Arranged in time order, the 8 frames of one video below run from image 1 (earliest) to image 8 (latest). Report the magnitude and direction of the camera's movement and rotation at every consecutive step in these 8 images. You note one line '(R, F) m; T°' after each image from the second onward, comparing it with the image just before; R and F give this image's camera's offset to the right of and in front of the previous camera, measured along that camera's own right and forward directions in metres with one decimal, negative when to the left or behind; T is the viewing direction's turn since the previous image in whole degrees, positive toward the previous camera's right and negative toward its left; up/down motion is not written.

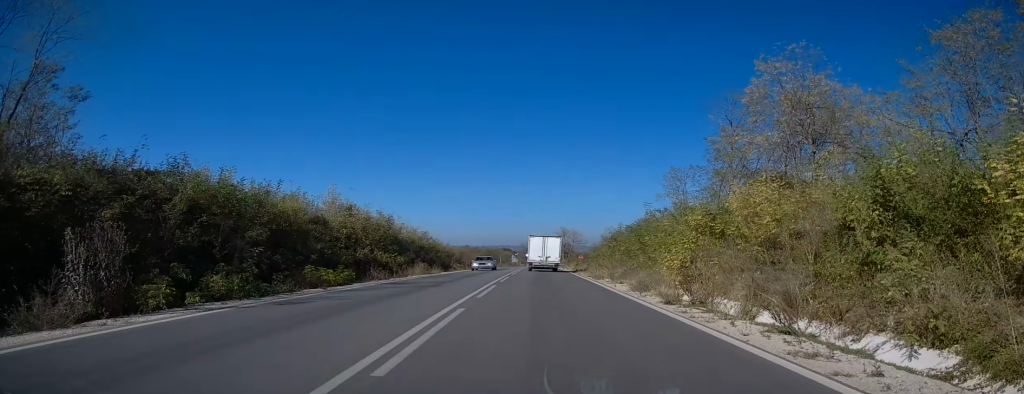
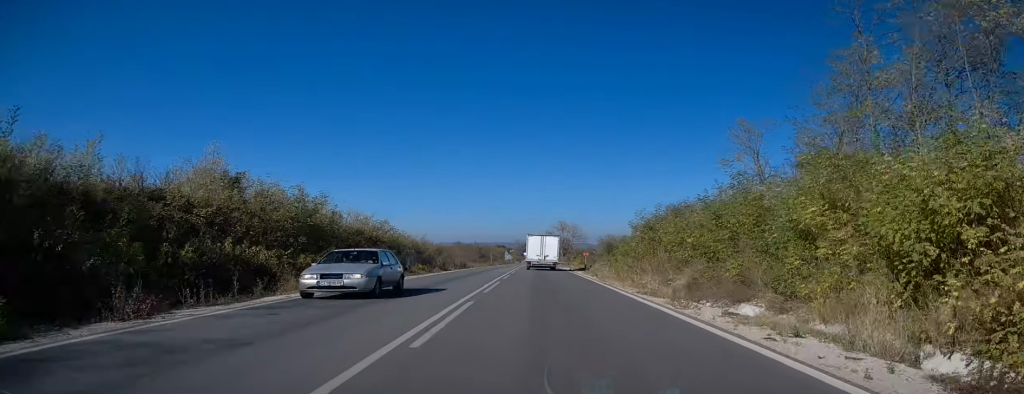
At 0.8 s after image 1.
(+0.1, +16.5) m; +1°
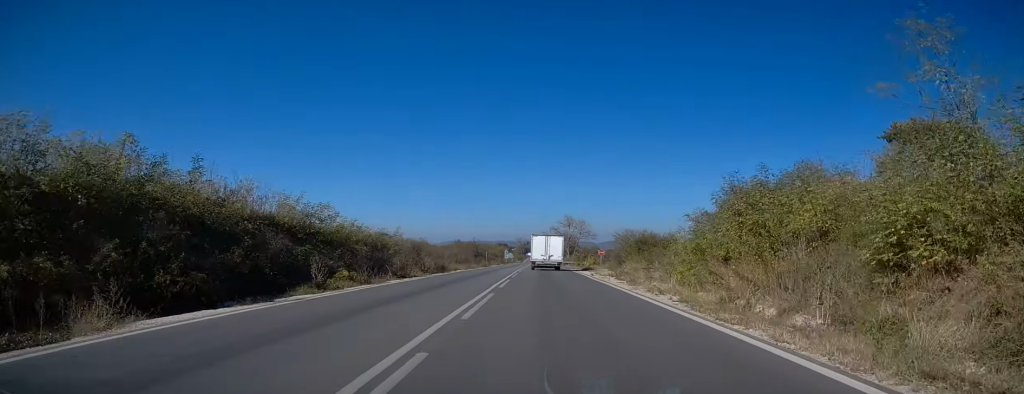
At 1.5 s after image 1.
(+0.1, +15.8) m; +1°
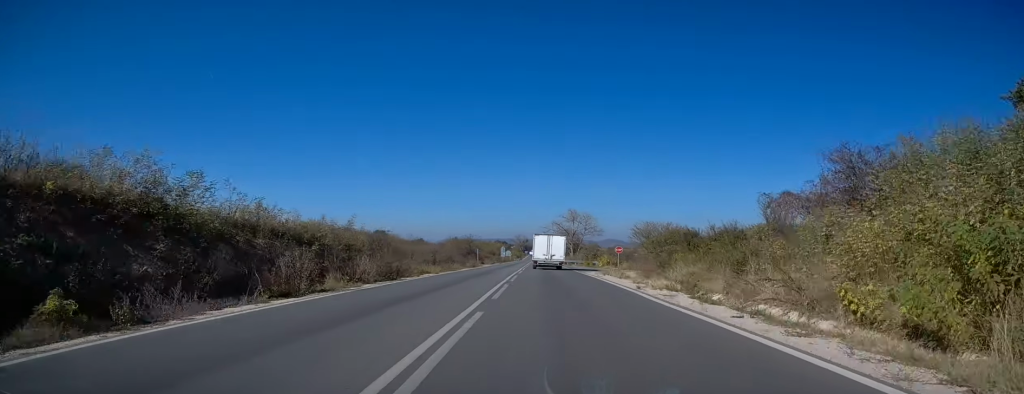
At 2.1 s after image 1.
(+0.1, +12.9) m; 0°
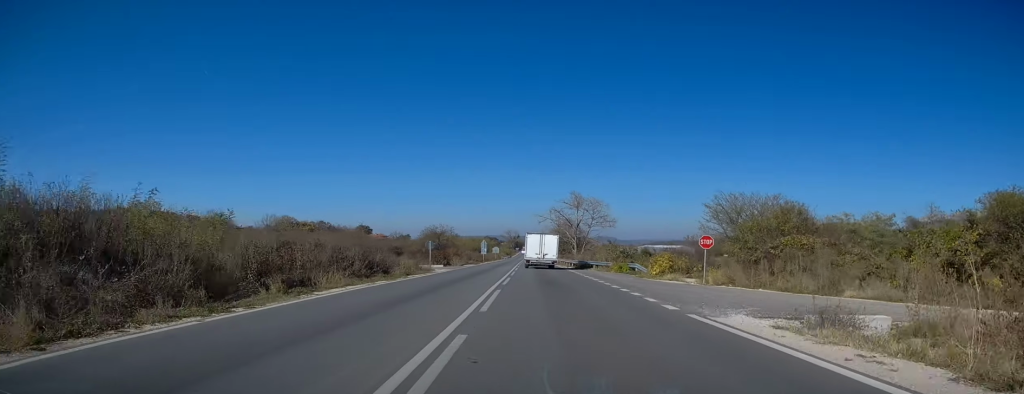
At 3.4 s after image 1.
(-0.2, +29.0) m; 0°
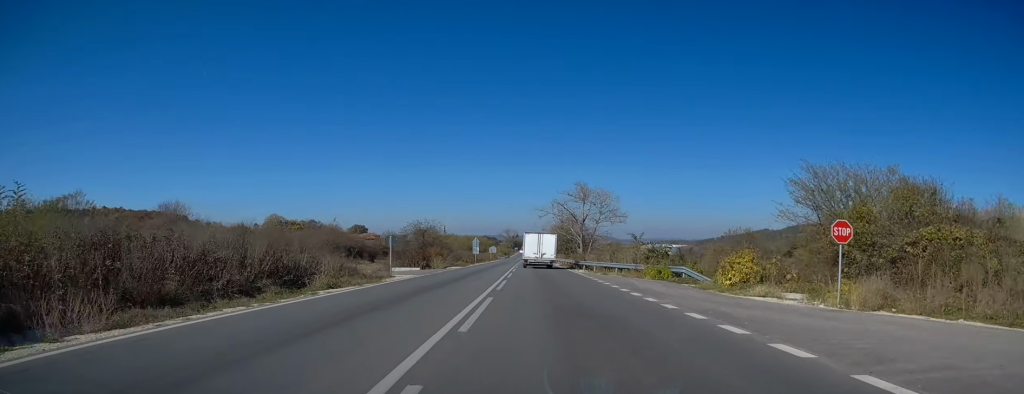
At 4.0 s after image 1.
(+0.1, +11.8) m; 0°
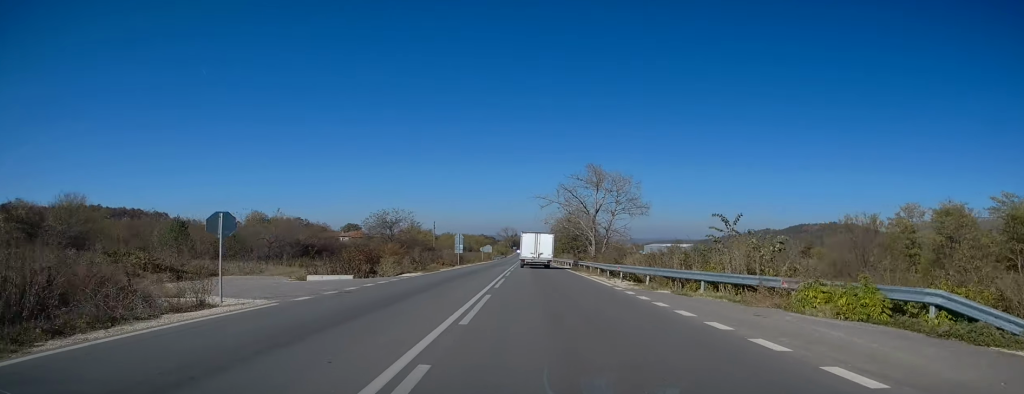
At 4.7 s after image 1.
(+0.1, +17.1) m; +1°
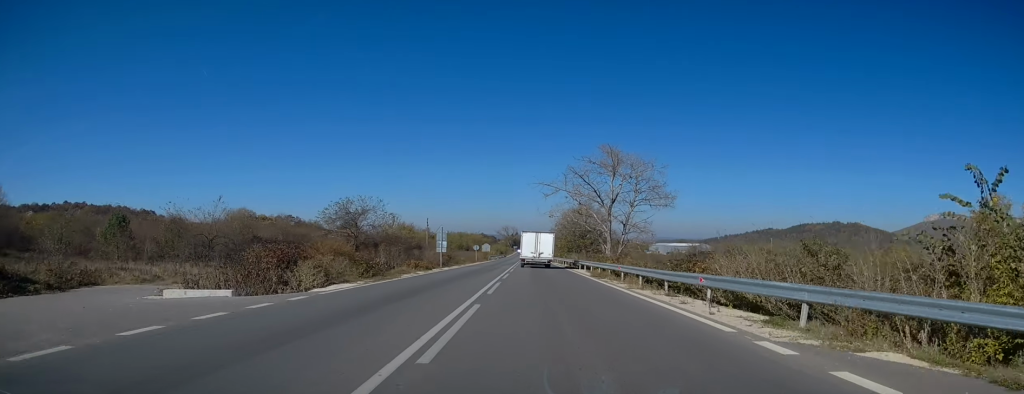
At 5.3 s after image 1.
(+0.1, +11.9) m; 0°
